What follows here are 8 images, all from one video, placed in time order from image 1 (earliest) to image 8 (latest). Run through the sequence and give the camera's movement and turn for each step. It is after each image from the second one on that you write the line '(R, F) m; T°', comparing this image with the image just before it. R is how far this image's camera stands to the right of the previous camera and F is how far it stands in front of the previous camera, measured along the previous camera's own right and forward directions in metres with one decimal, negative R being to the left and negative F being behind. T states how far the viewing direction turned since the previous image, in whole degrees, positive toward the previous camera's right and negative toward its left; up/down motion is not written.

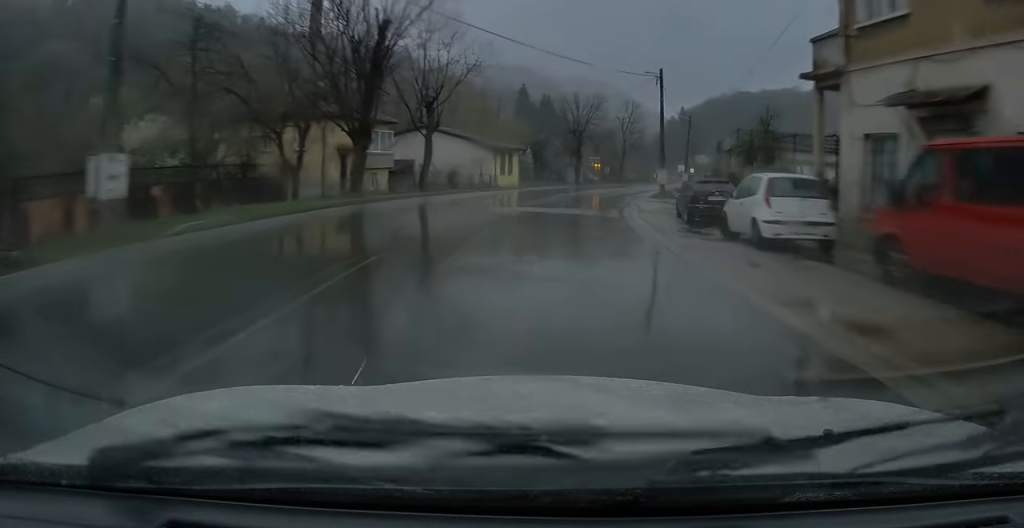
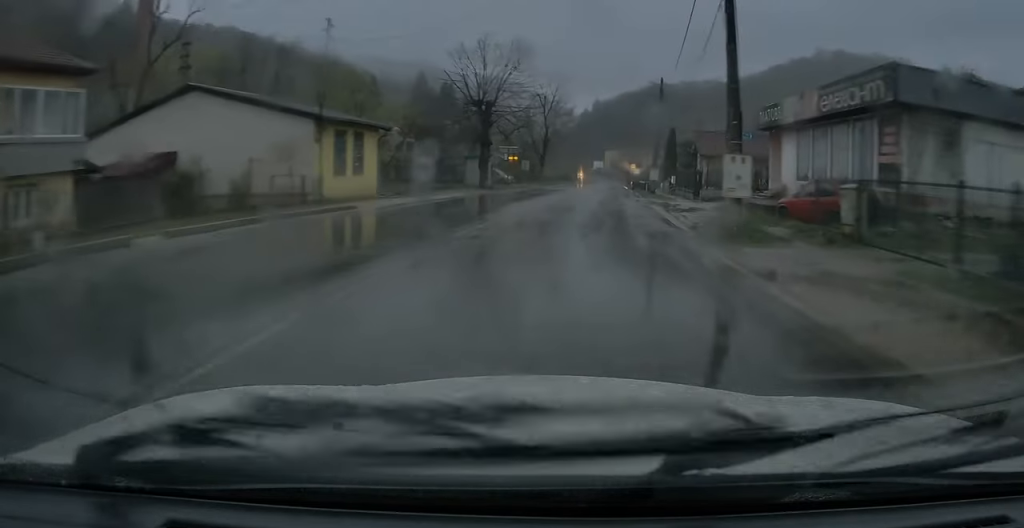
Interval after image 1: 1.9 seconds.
(+1.9, +26.8) m; +8°
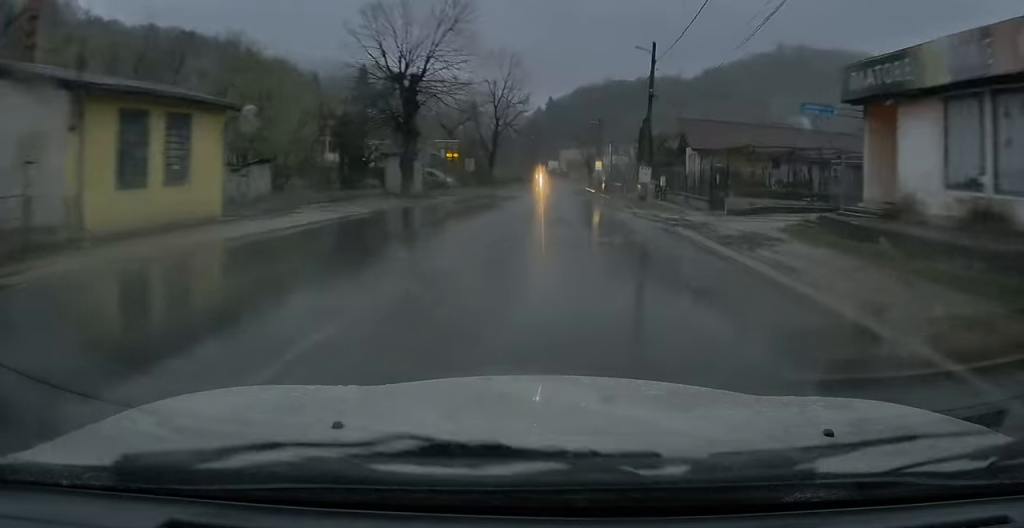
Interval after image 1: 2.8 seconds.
(+0.5, +13.2) m; +3°
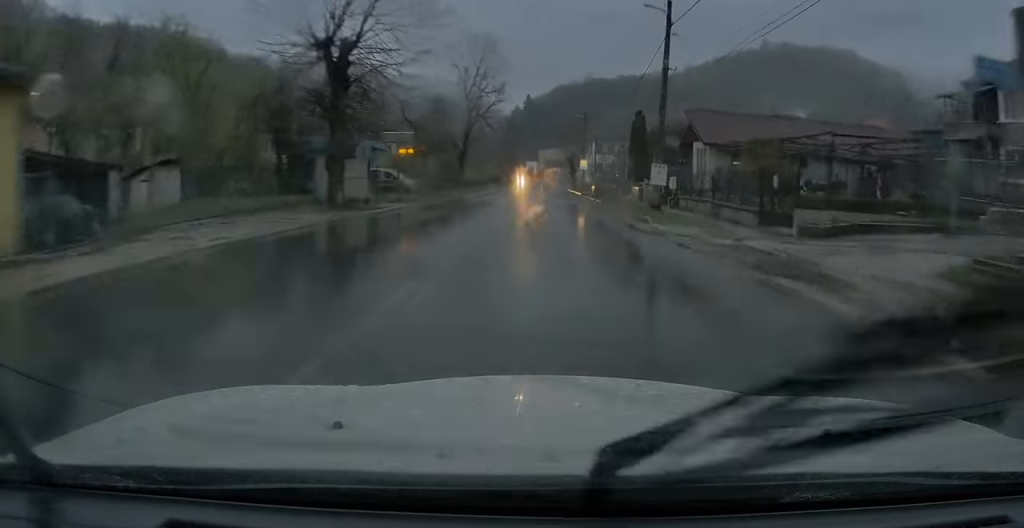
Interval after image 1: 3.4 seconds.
(+0.1, +8.9) m; +1°
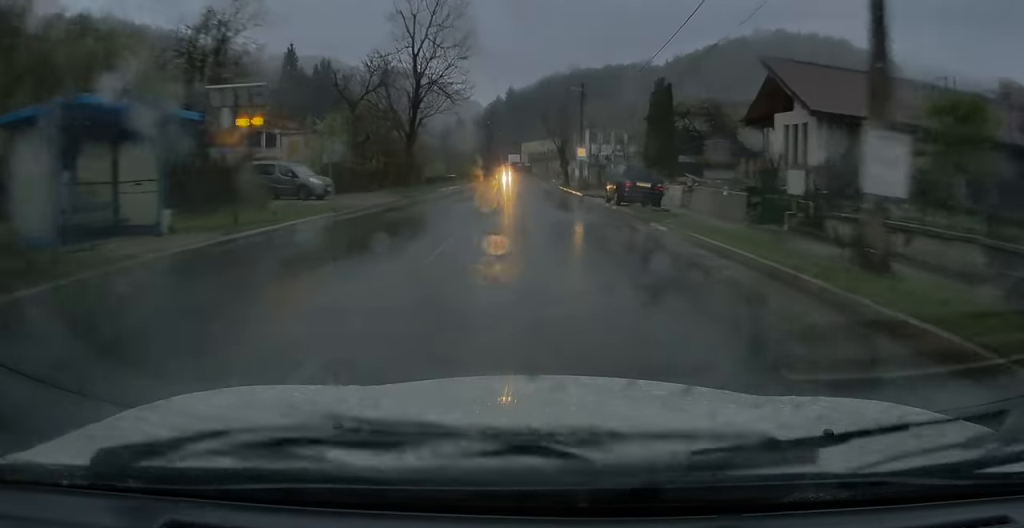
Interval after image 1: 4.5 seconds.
(+0.3, +17.4) m; +2°
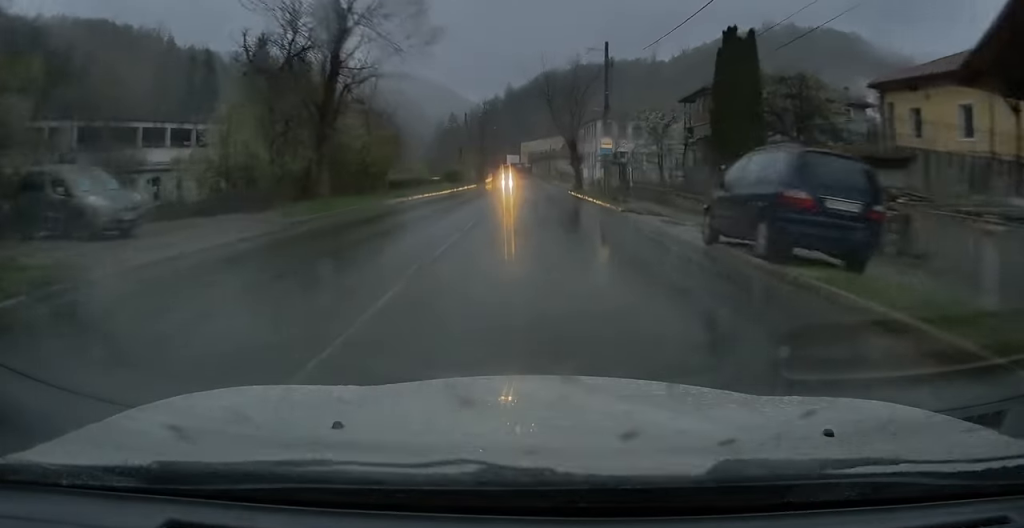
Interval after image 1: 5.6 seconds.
(+0.2, +15.9) m; 0°
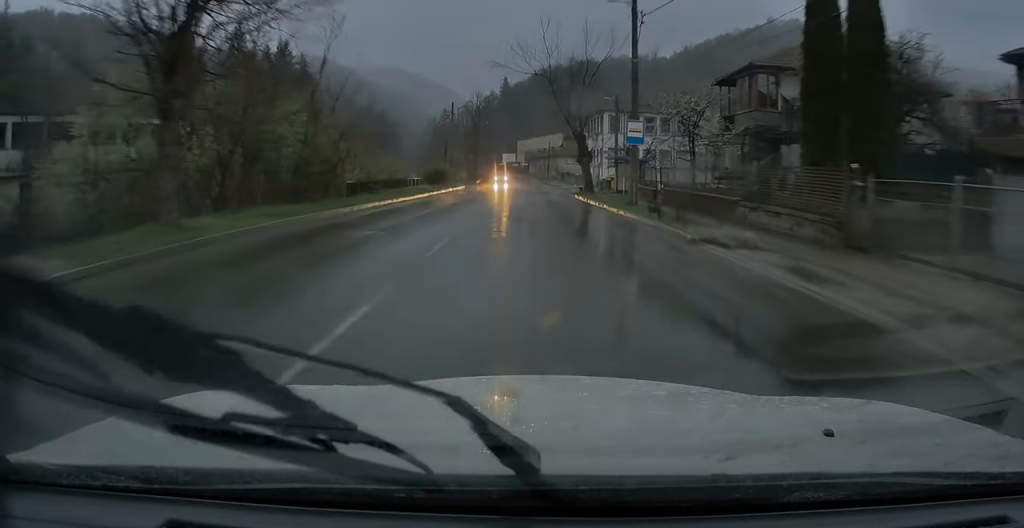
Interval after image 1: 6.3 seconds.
(0.0, +10.0) m; 0°
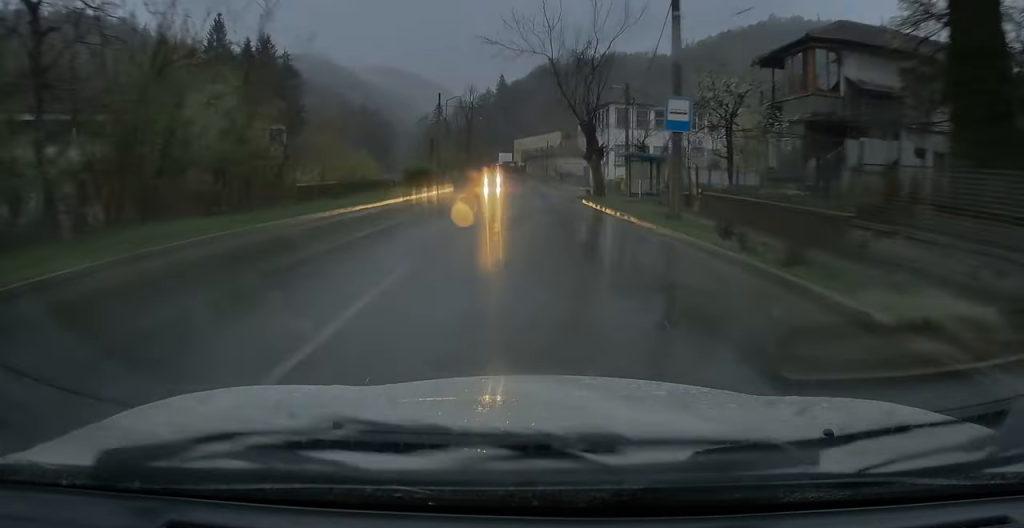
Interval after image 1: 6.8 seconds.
(0.0, +7.4) m; 0°
